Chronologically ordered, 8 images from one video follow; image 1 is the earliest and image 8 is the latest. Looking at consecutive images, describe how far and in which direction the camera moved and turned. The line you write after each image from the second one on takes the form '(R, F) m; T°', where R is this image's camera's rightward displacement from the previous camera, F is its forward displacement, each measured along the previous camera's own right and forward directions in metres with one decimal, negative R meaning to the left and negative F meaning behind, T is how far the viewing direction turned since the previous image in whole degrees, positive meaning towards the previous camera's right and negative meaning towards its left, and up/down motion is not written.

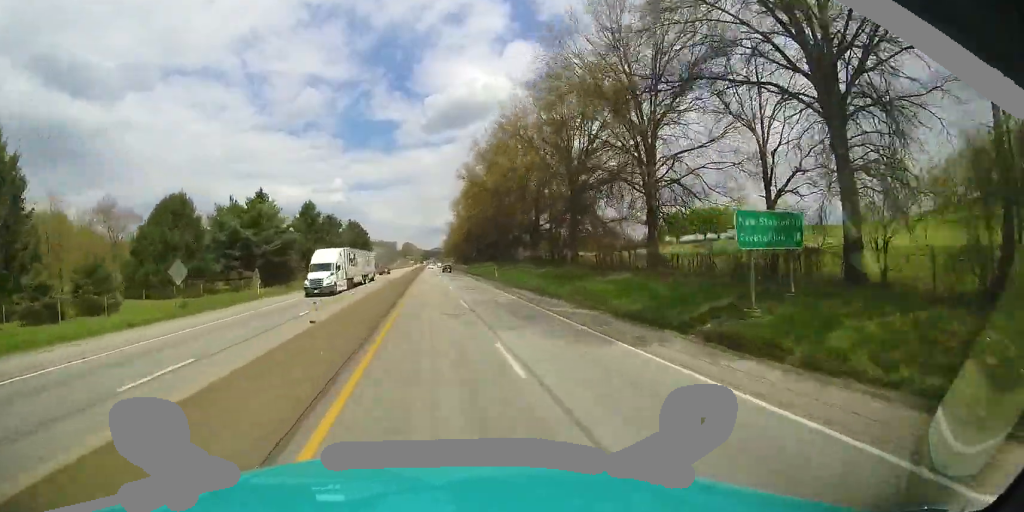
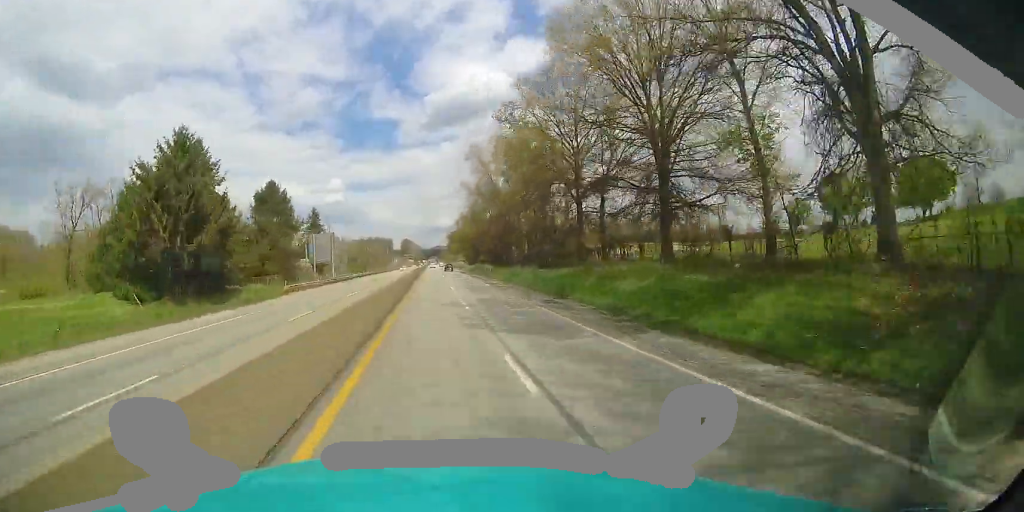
(+1.0, +62.4) m; +1°
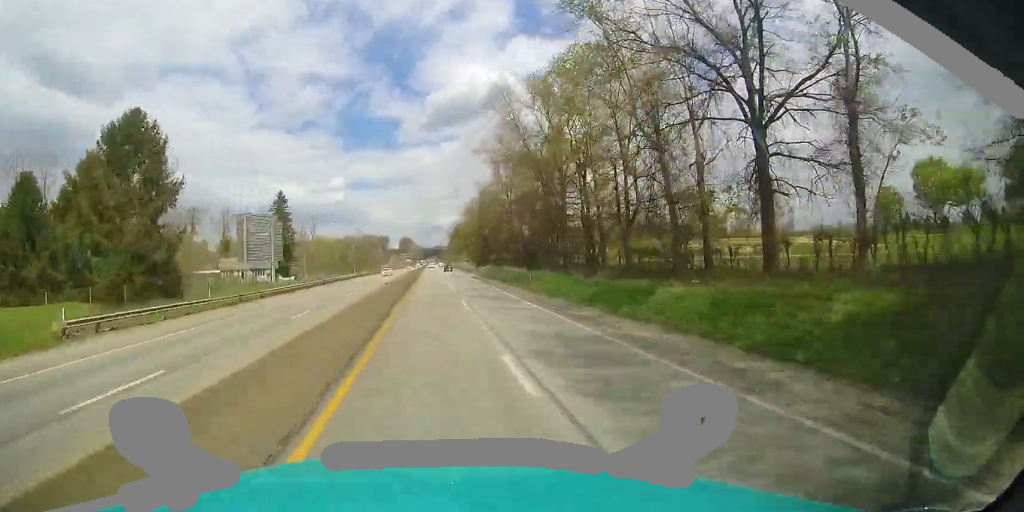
(-0.1, +24.5) m; 0°
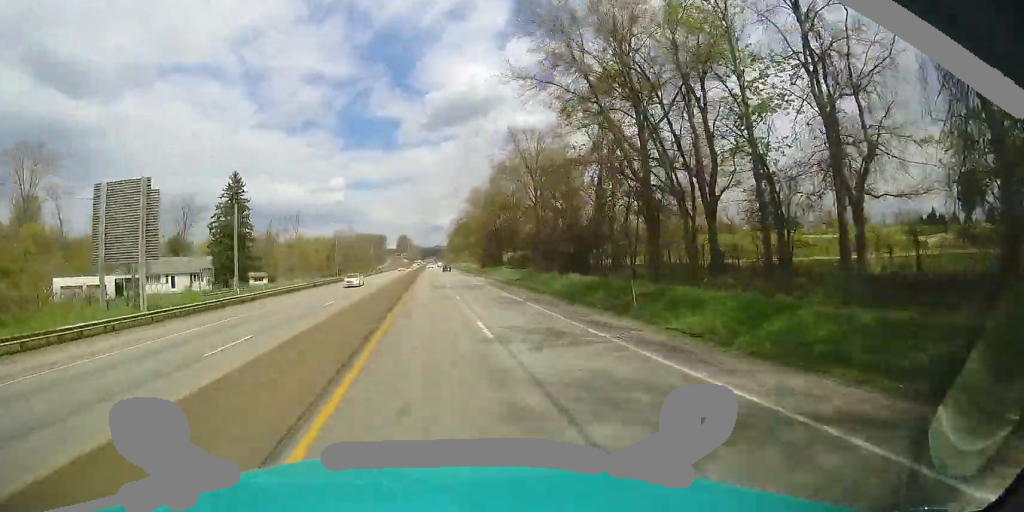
(+0.3, +19.2) m; 0°
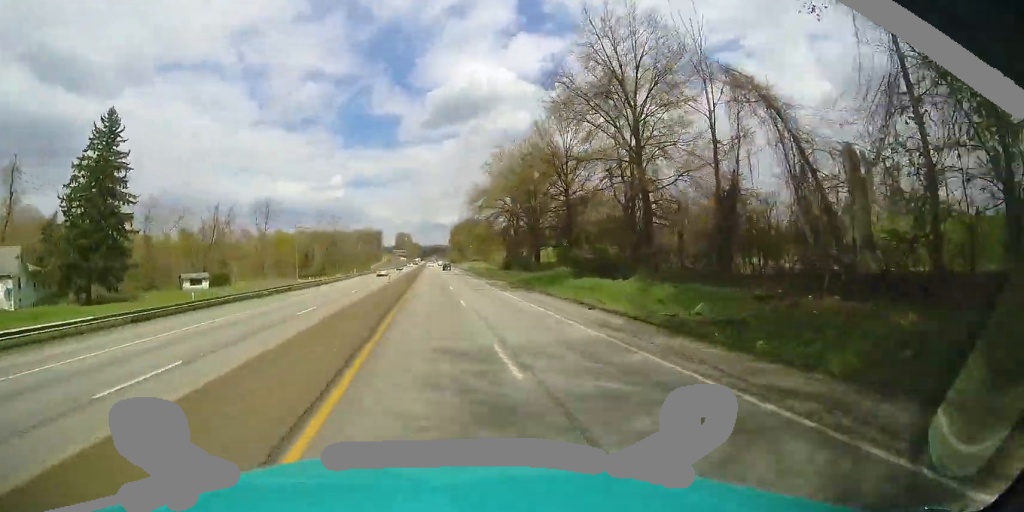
(-0.3, +28.5) m; 0°
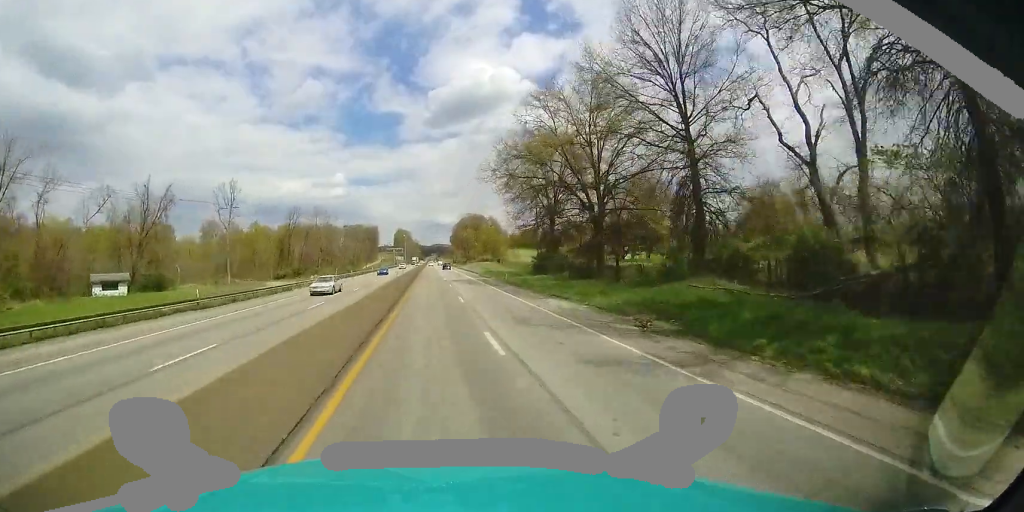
(+0.2, +22.2) m; 0°
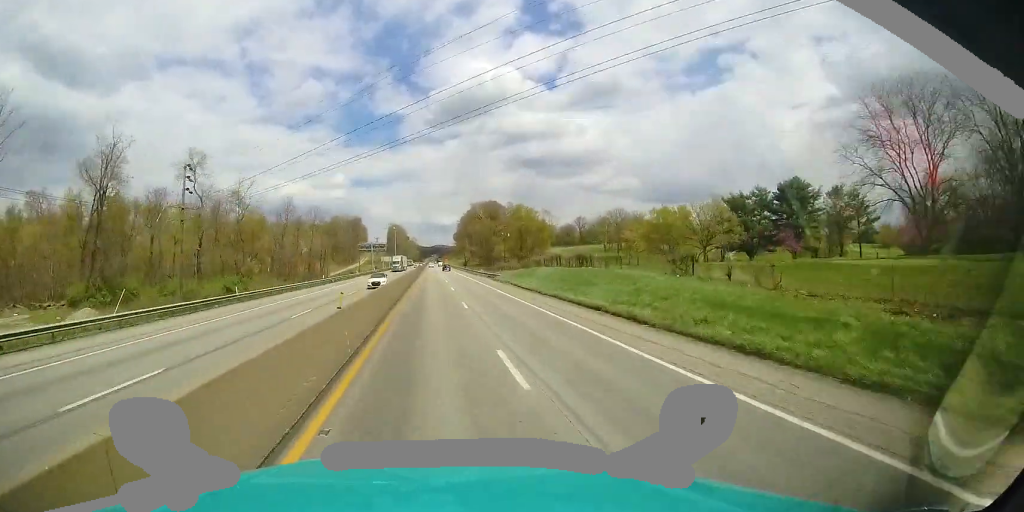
(-1.6, +62.9) m; -3°
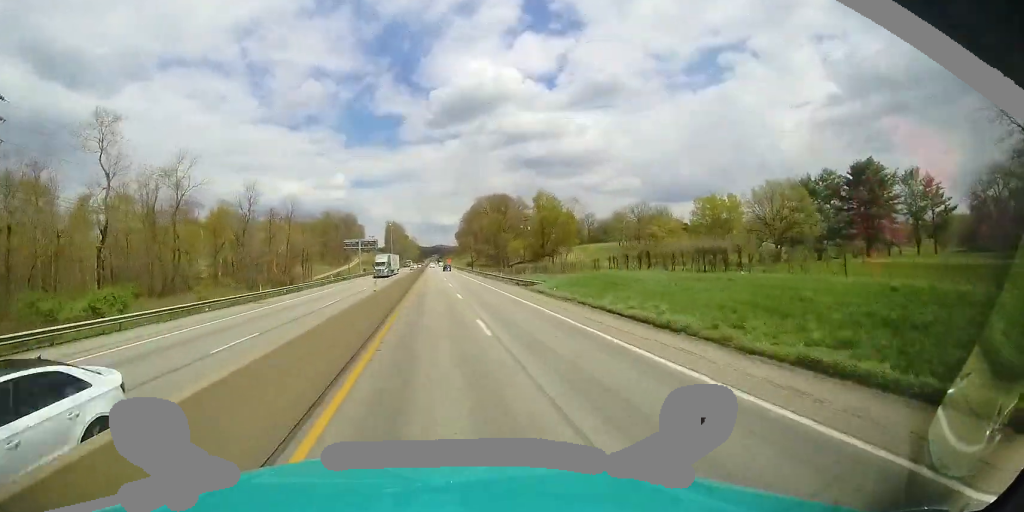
(-0.2, +18.9) m; -1°
